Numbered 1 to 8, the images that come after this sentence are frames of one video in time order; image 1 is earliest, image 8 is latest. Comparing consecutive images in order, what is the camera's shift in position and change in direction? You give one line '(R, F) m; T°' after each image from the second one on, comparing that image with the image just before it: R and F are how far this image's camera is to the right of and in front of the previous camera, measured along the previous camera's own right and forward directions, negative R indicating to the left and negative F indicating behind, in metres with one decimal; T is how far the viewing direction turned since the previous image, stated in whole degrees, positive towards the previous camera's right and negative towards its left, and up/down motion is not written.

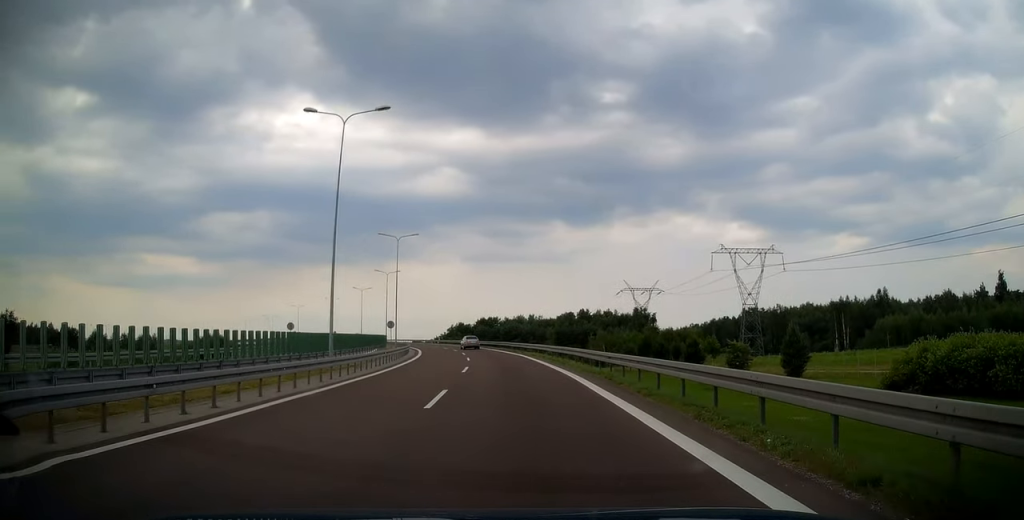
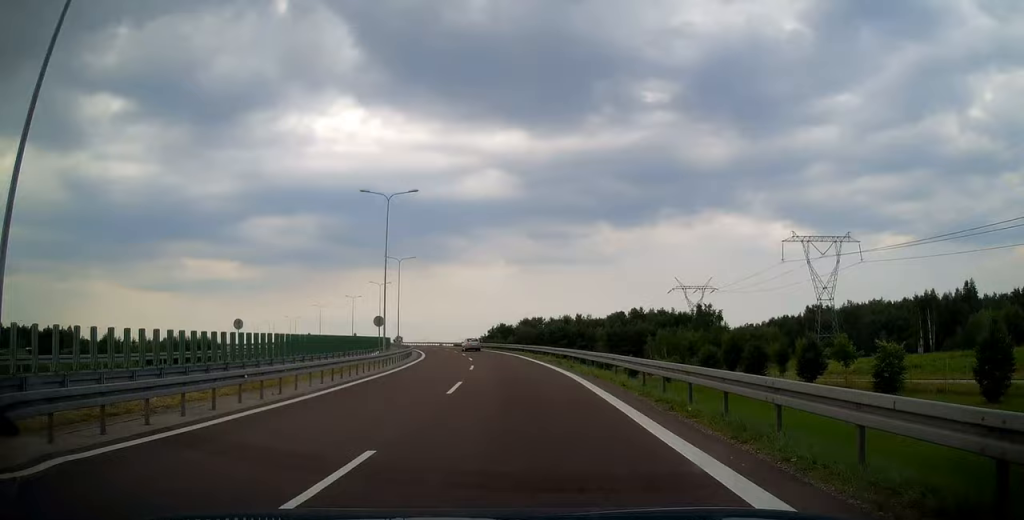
(-0.9, +20.4) m; -3°
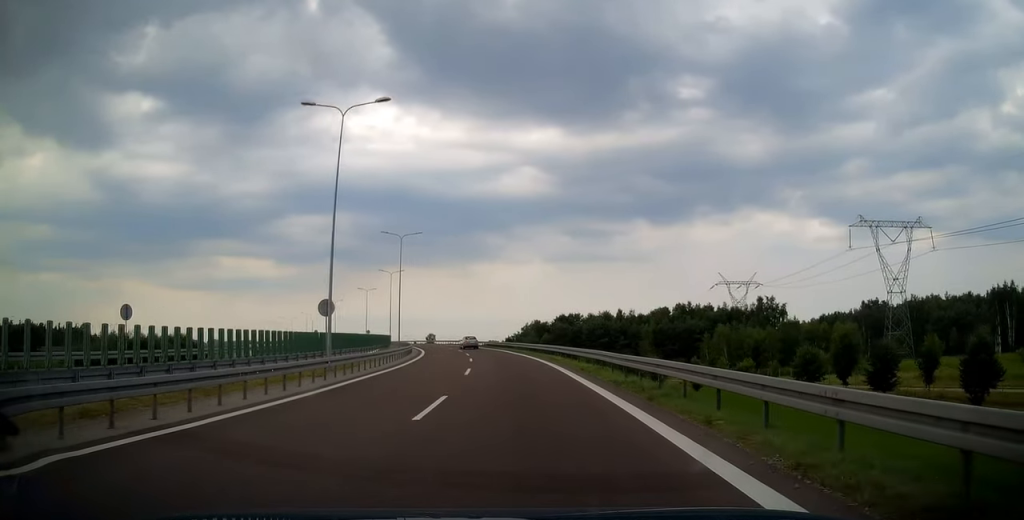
(0.0, +17.5) m; -2°
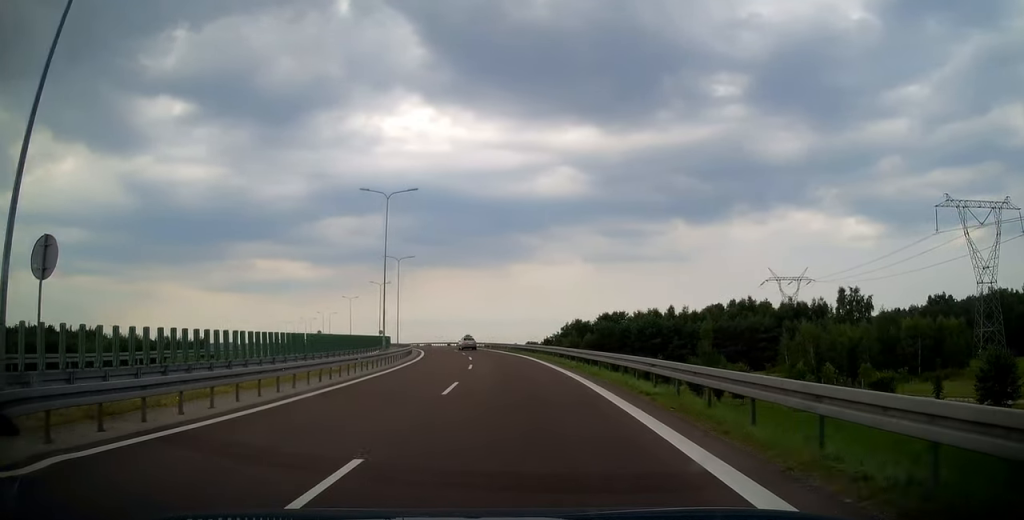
(-0.9, +19.3) m; -5°
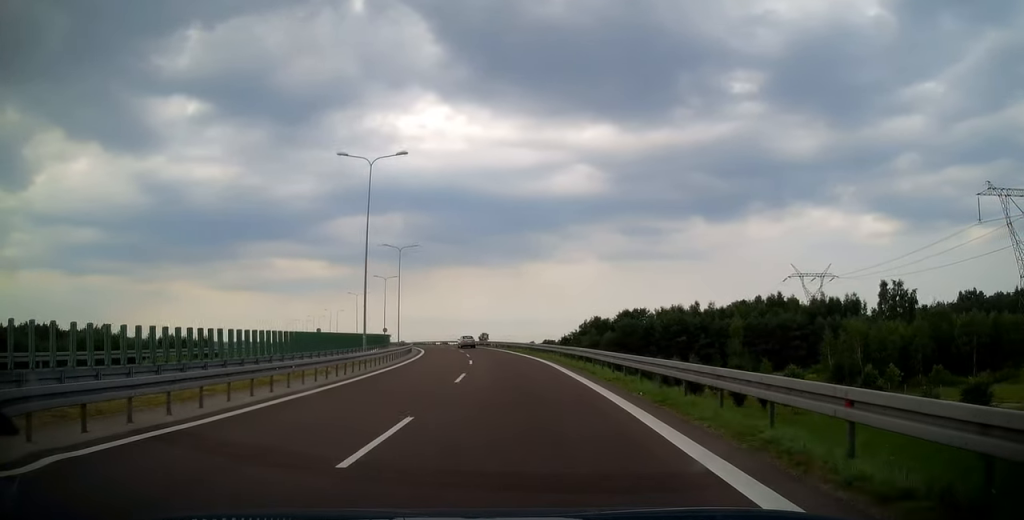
(-0.4, +8.5) m; -2°
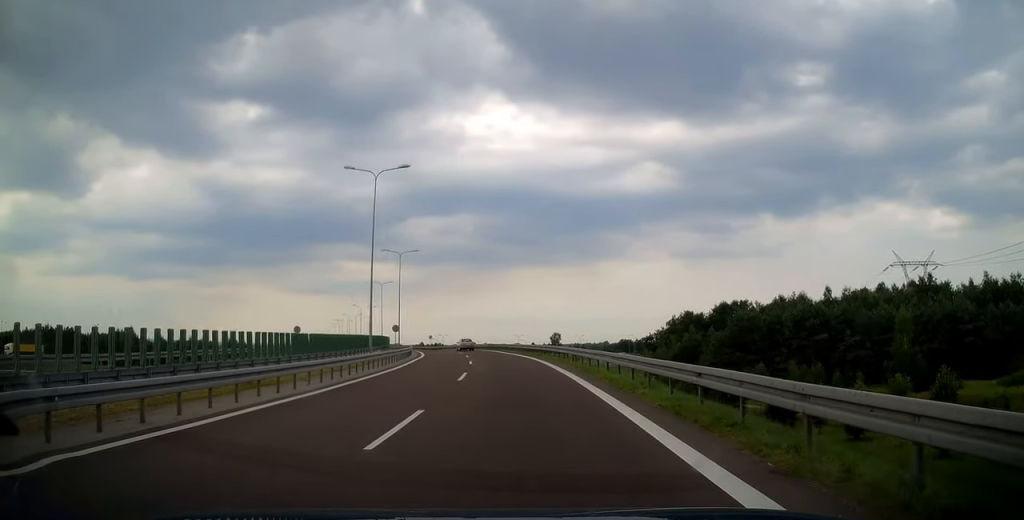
(-2.0, +34.8) m; -7°
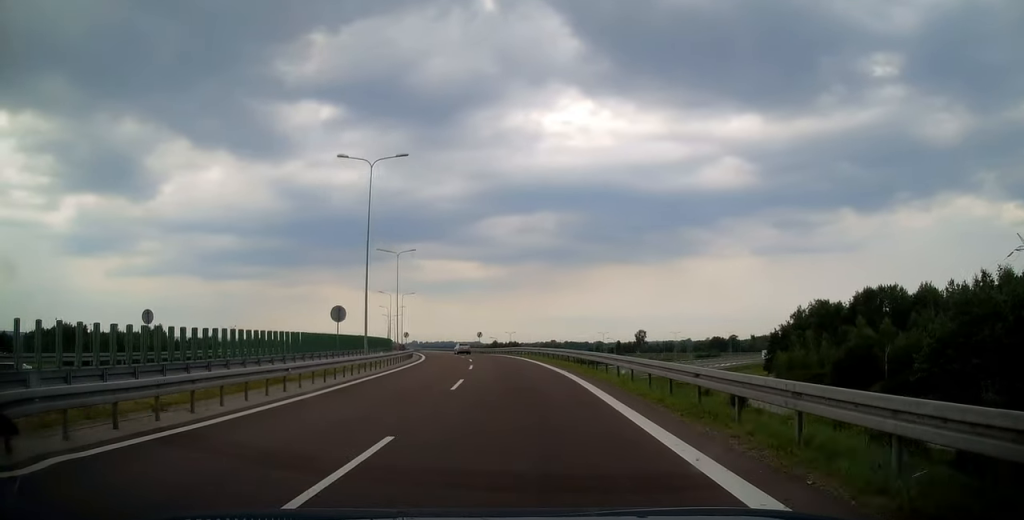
(-2.5, +39.2) m; -7°
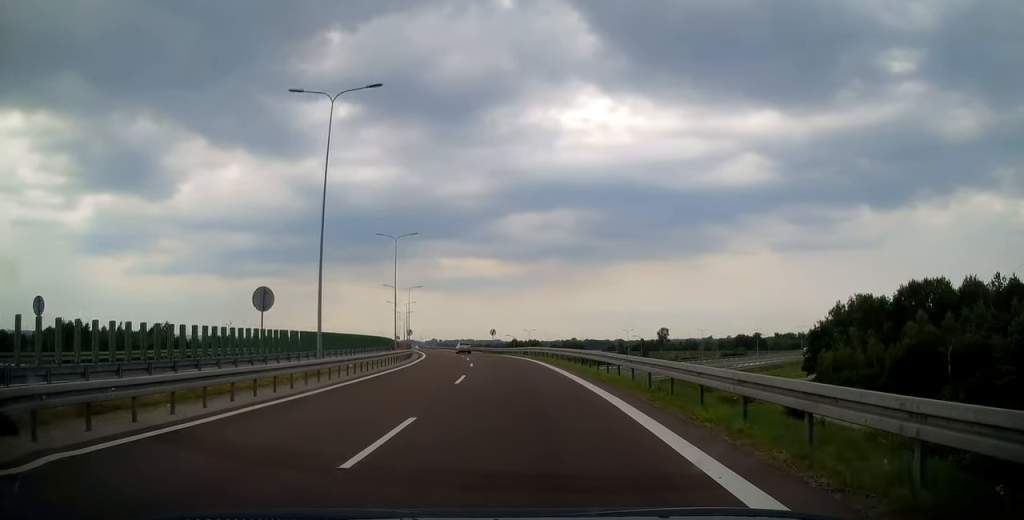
(-0.2, +10.3) m; -2°
